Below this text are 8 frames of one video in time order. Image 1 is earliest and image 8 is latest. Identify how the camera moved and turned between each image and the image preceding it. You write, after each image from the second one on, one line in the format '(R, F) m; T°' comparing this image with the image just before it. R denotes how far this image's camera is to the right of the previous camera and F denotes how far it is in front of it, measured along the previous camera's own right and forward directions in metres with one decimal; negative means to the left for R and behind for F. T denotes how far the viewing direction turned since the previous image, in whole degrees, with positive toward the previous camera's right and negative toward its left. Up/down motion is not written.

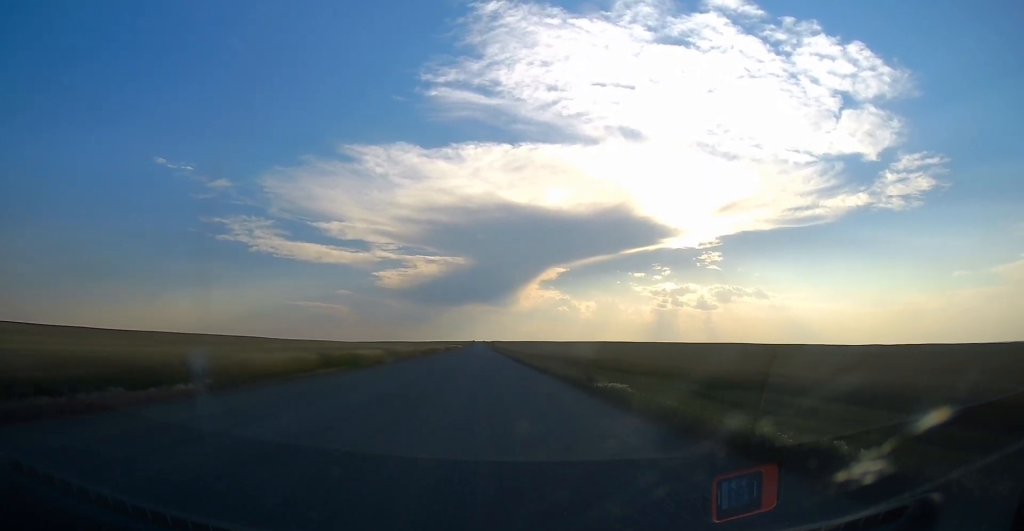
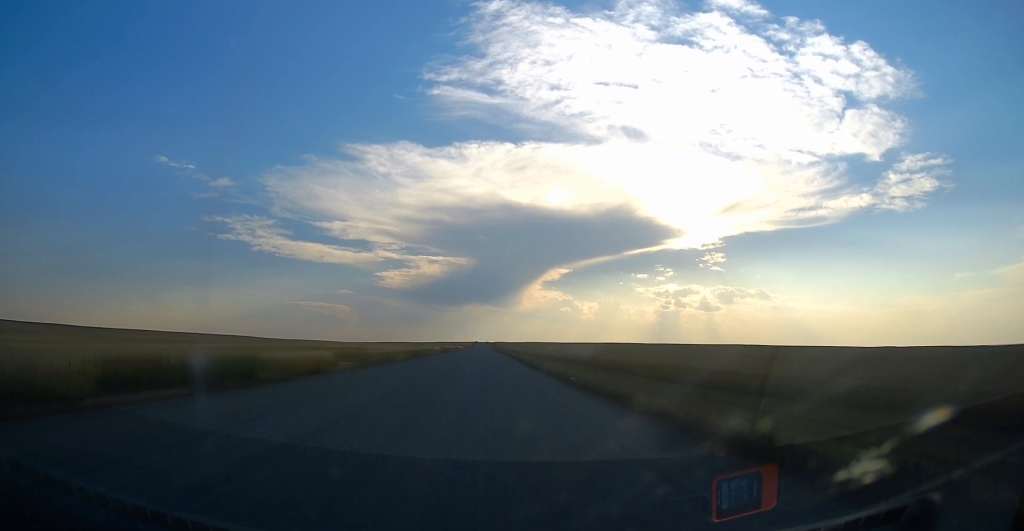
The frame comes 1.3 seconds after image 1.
(0.0, +20.6) m; 0°
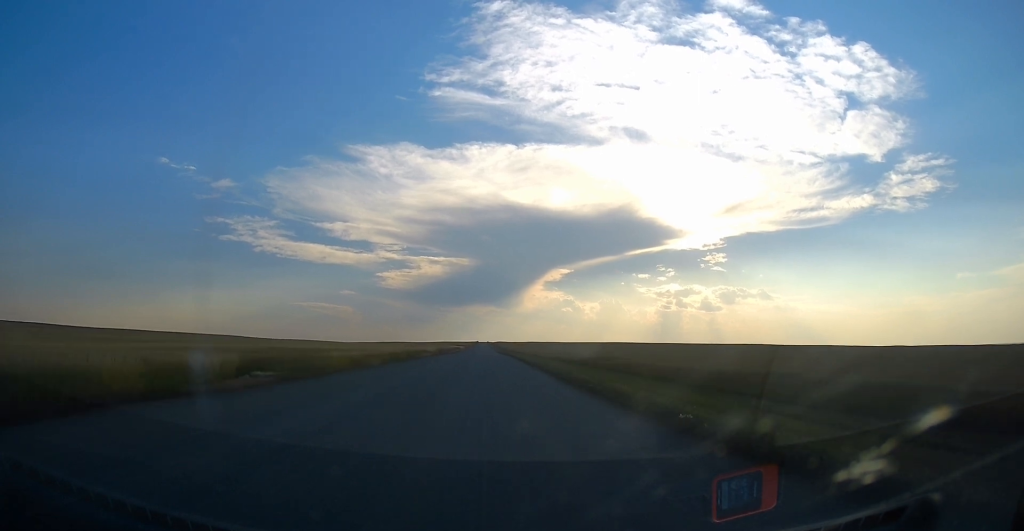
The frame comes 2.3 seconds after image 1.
(+0.1, +16.4) m; +1°
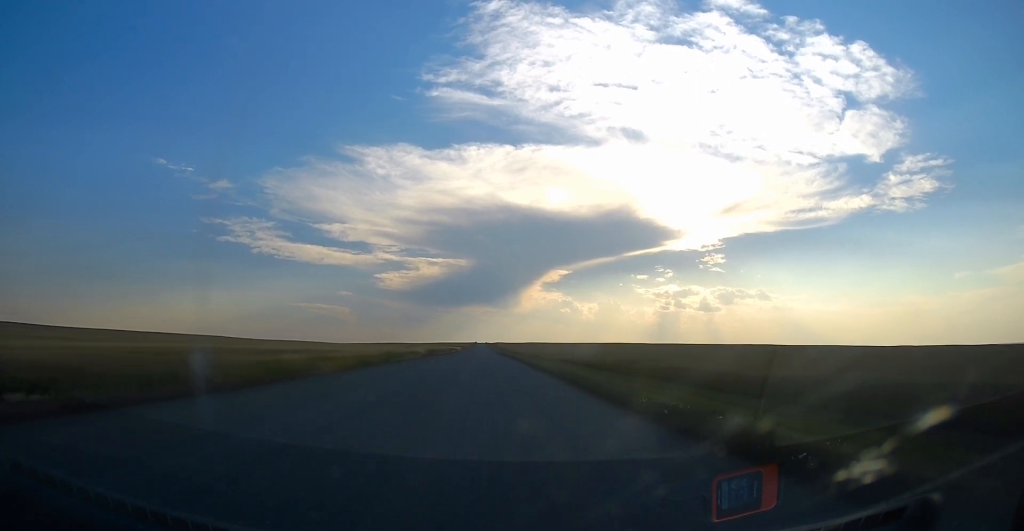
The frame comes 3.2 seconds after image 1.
(+0.4, +15.0) m; 0°
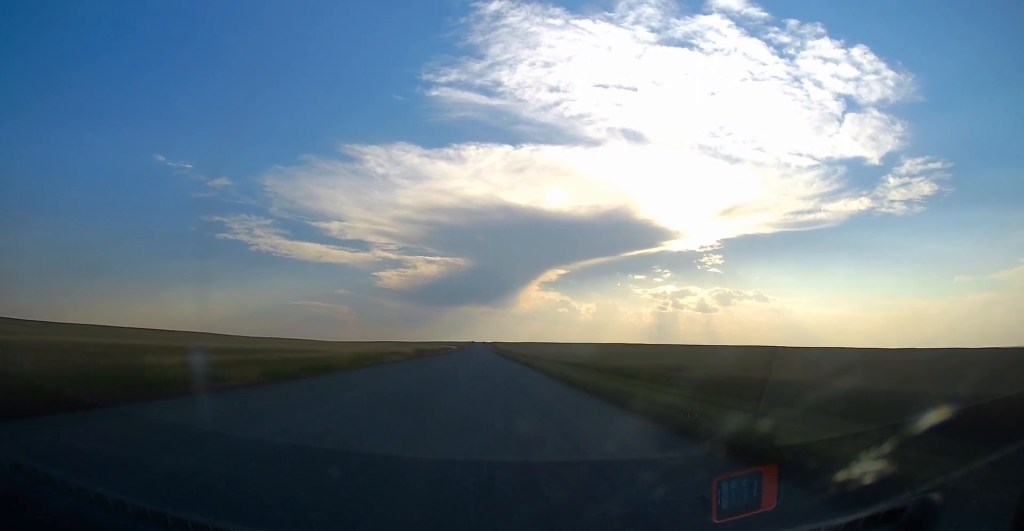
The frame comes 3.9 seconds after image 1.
(-0.3, +12.9) m; -1°
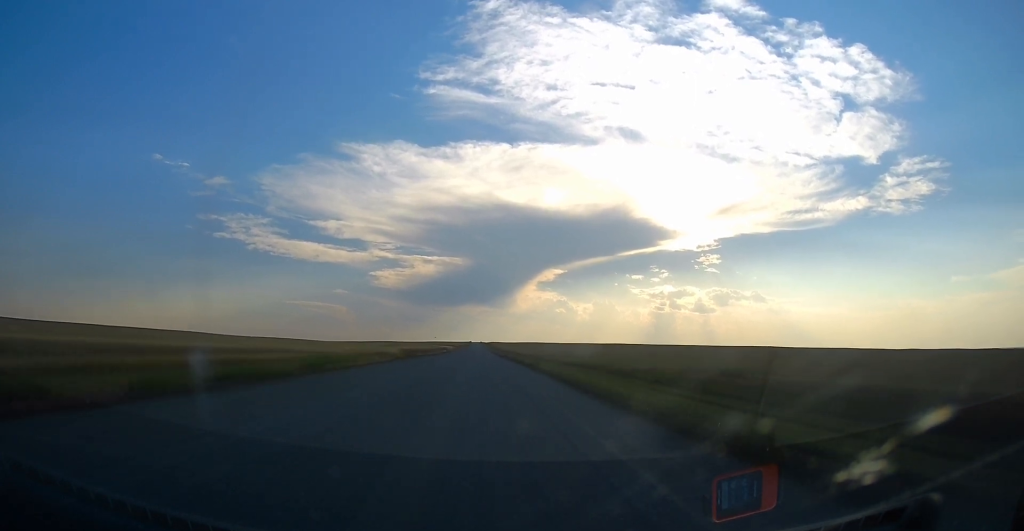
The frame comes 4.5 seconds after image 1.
(-0.1, +10.1) m; 0°
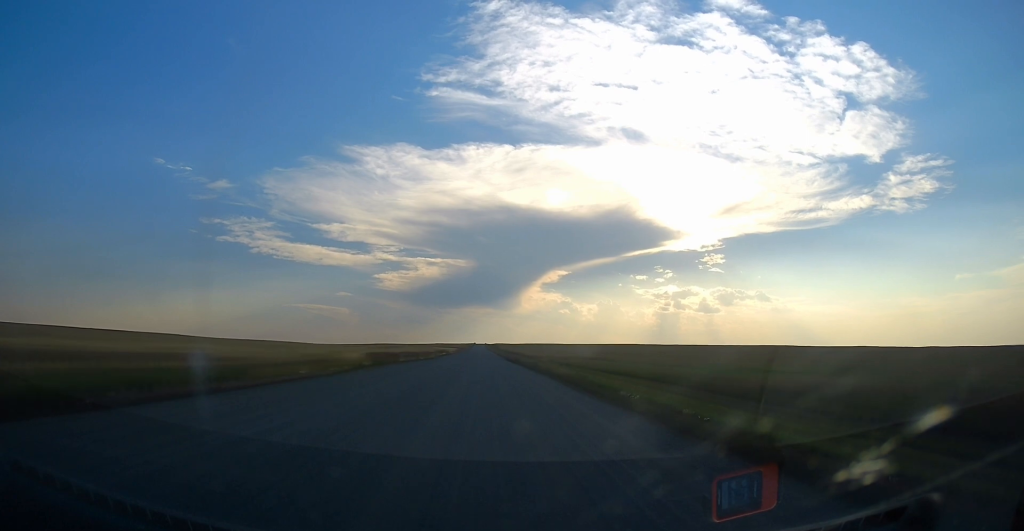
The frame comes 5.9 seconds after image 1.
(0.0, +23.6) m; 0°
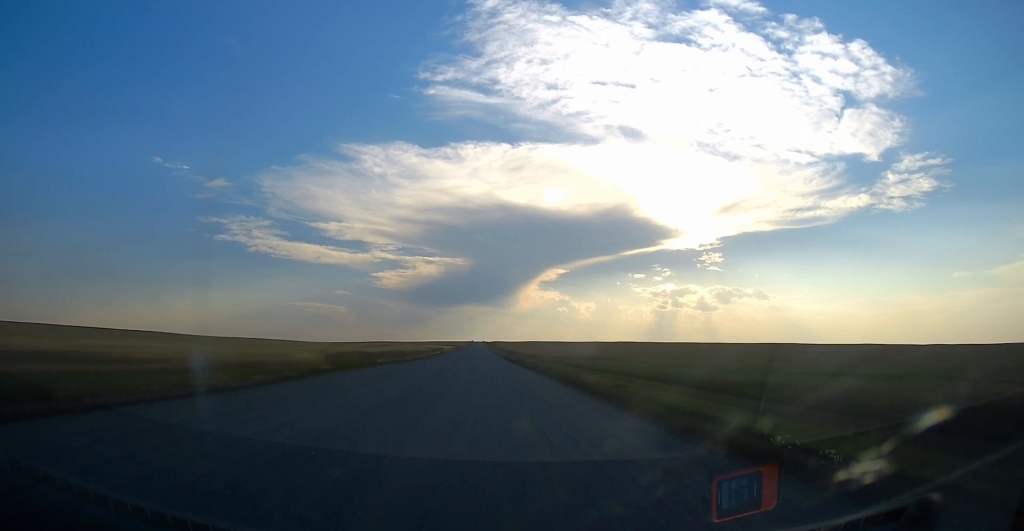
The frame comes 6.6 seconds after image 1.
(0.0, +11.3) m; +1°
